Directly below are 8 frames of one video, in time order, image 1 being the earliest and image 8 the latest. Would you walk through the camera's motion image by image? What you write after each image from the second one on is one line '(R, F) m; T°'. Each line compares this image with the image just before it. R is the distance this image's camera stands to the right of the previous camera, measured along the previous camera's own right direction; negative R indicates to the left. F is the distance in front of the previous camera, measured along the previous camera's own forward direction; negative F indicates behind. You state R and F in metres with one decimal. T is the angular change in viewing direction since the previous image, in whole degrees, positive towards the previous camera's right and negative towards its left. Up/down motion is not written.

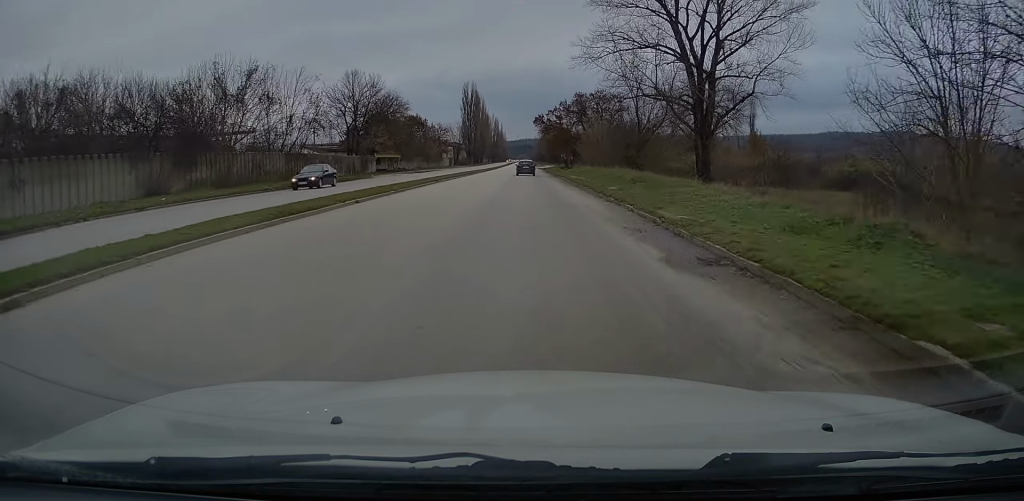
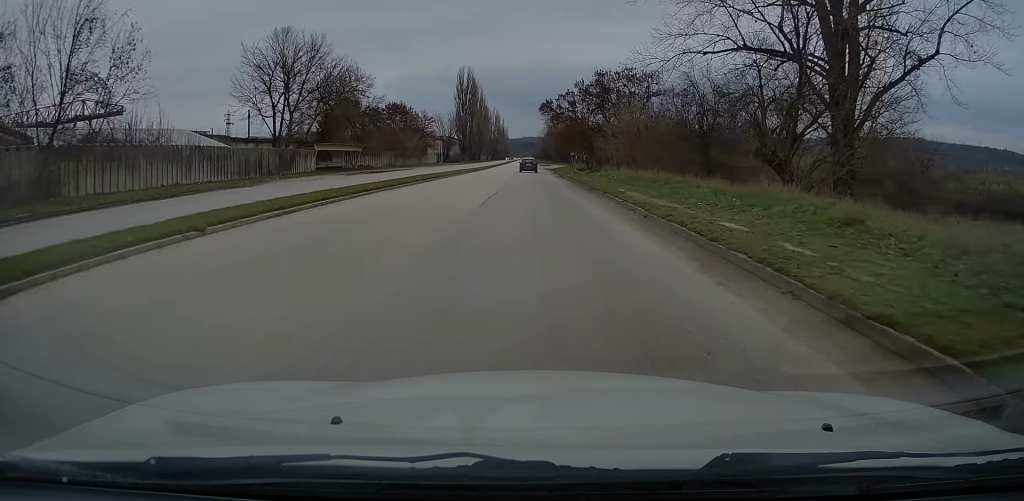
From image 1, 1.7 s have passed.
(-0.4, +27.8) m; +1°
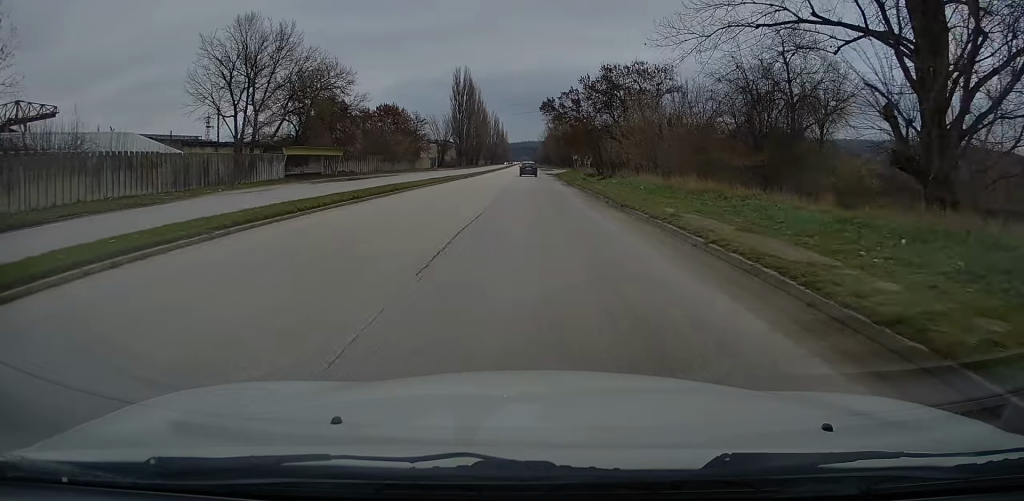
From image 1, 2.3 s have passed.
(+0.3, +8.7) m; 0°
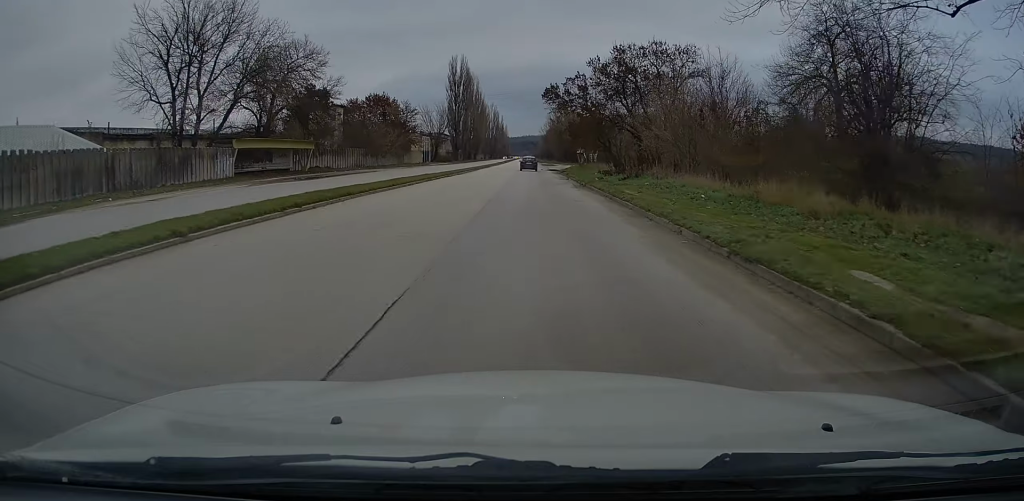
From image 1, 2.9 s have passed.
(+0.1, +10.4) m; 0°
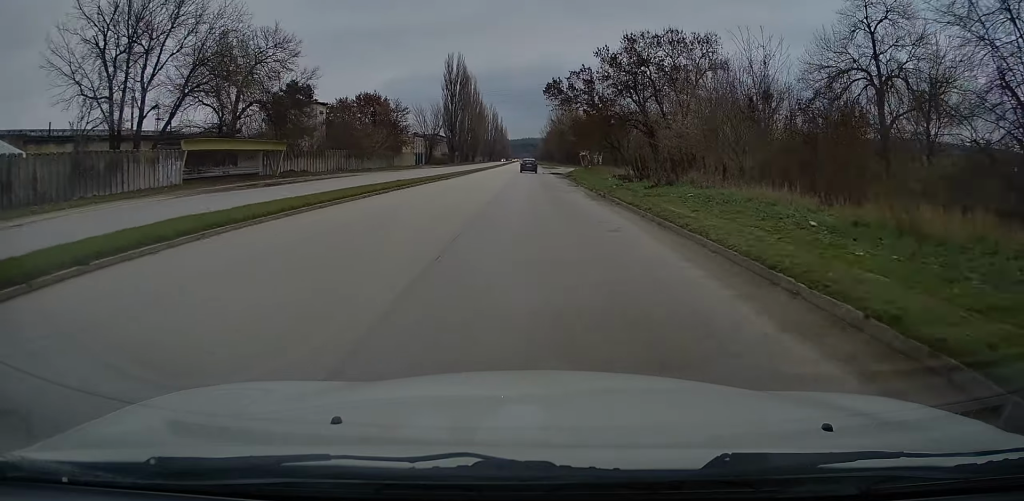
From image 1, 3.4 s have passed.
(-0.2, +7.7) m; -1°
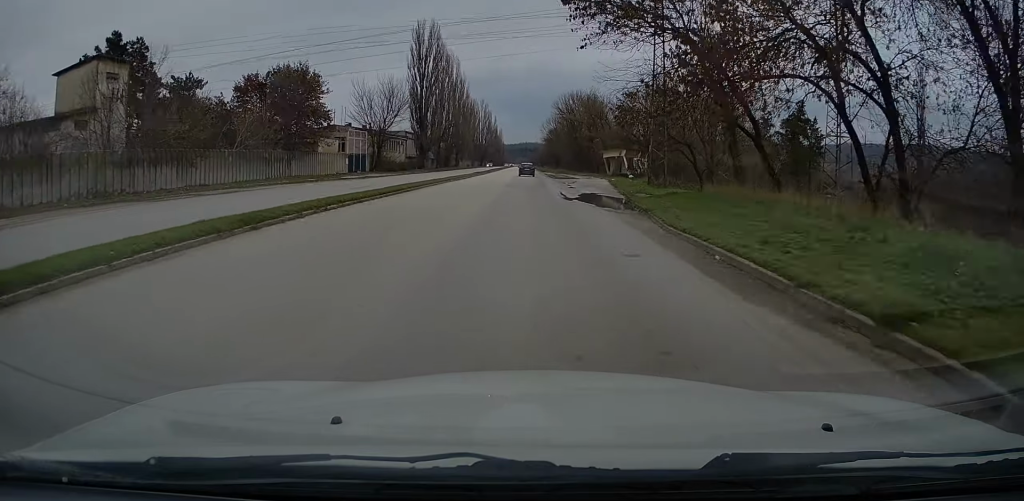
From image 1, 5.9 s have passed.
(-0.2, +42.3) m; +1°
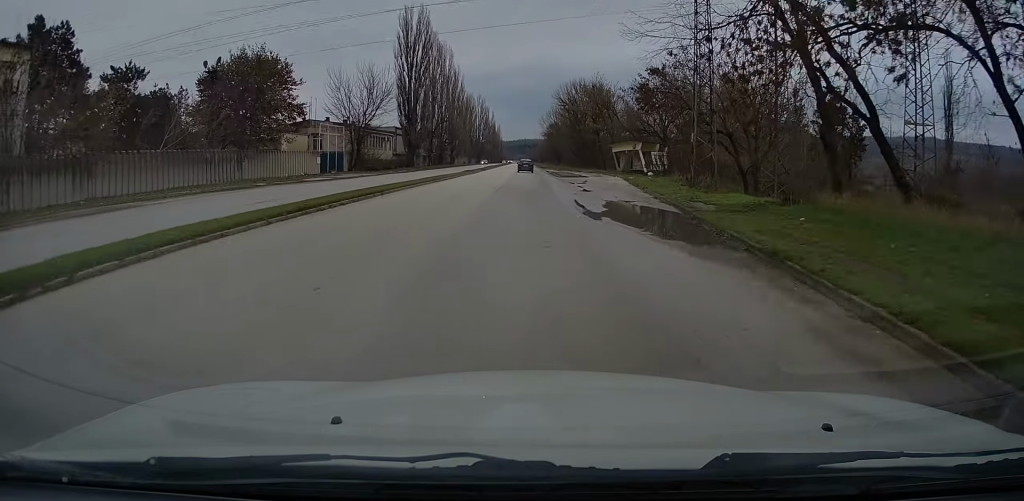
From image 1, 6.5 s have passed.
(+0.2, +9.7) m; +1°
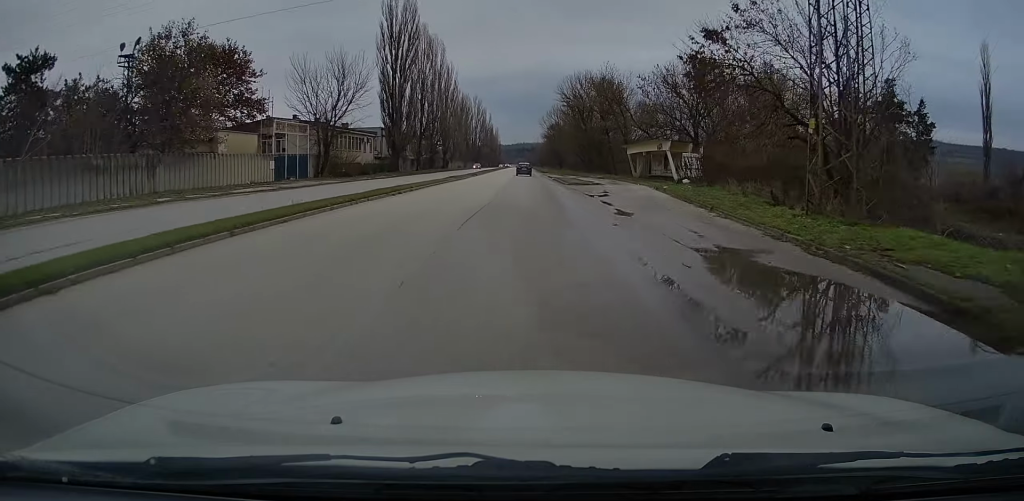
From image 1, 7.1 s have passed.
(0.0, +11.5) m; -1°
